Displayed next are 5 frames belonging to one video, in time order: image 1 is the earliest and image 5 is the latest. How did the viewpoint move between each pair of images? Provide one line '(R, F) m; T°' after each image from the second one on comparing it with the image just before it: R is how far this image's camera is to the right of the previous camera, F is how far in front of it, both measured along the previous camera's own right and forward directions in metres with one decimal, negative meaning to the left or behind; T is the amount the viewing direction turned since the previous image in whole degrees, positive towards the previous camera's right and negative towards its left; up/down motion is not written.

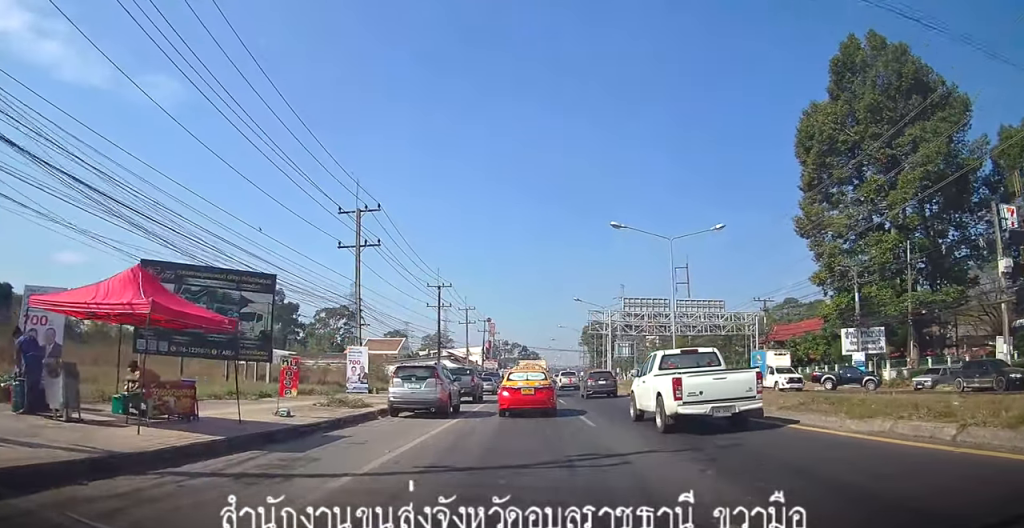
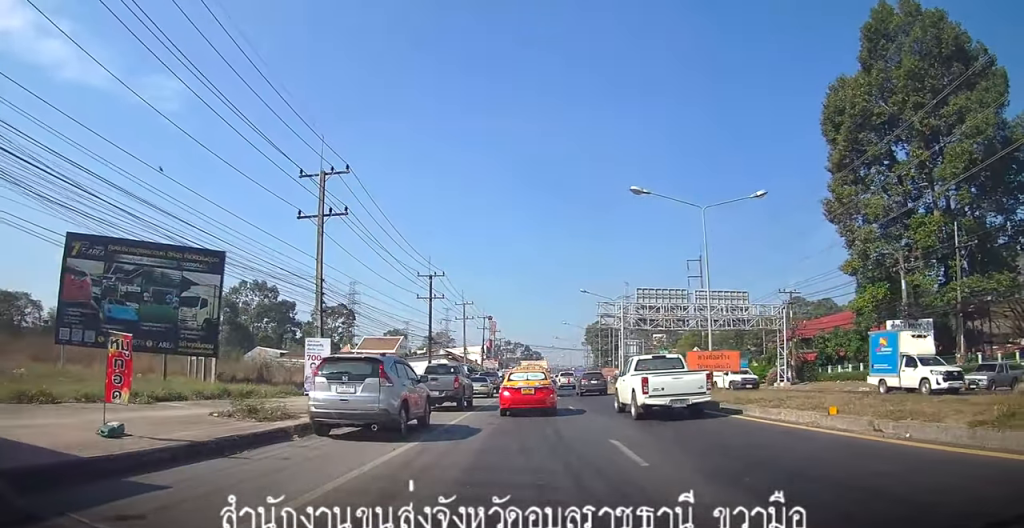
(+0.1, +6.6) m; +1°
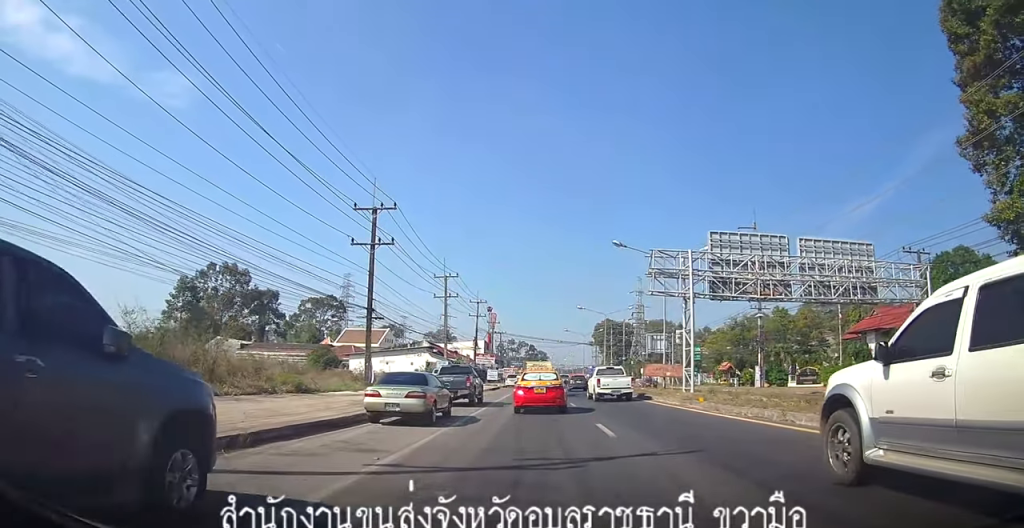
(-1.5, +22.0) m; -9°
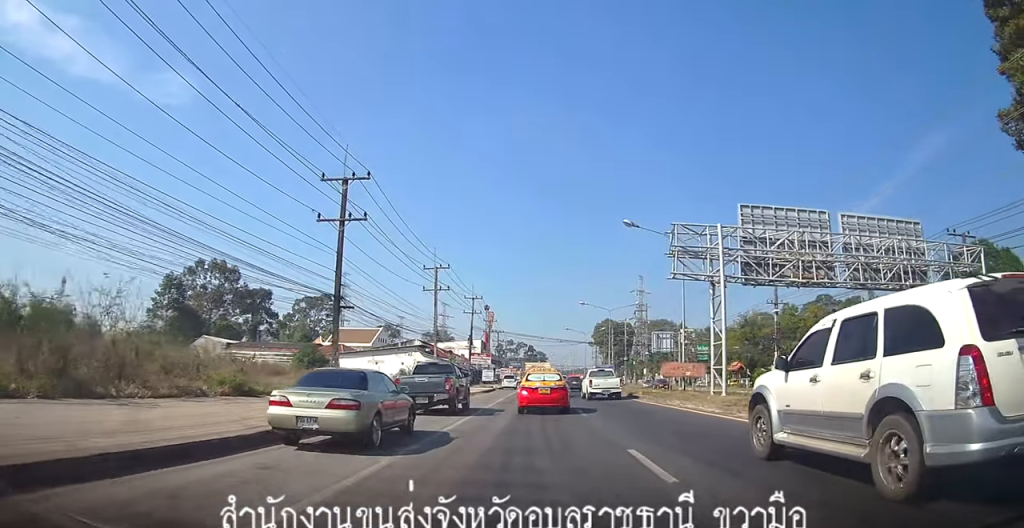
(+0.2, +5.6) m; -1°
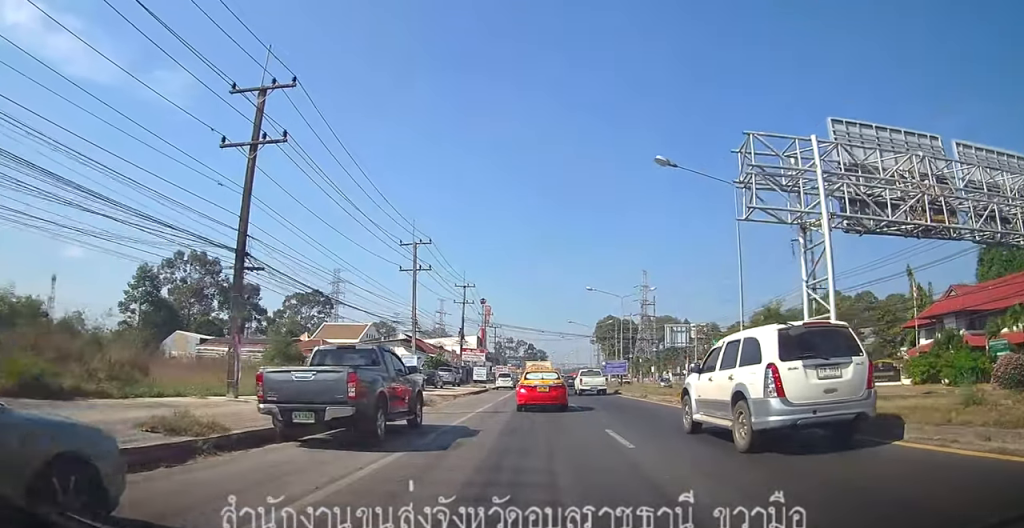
(-0.6, +10.3) m; -4°
